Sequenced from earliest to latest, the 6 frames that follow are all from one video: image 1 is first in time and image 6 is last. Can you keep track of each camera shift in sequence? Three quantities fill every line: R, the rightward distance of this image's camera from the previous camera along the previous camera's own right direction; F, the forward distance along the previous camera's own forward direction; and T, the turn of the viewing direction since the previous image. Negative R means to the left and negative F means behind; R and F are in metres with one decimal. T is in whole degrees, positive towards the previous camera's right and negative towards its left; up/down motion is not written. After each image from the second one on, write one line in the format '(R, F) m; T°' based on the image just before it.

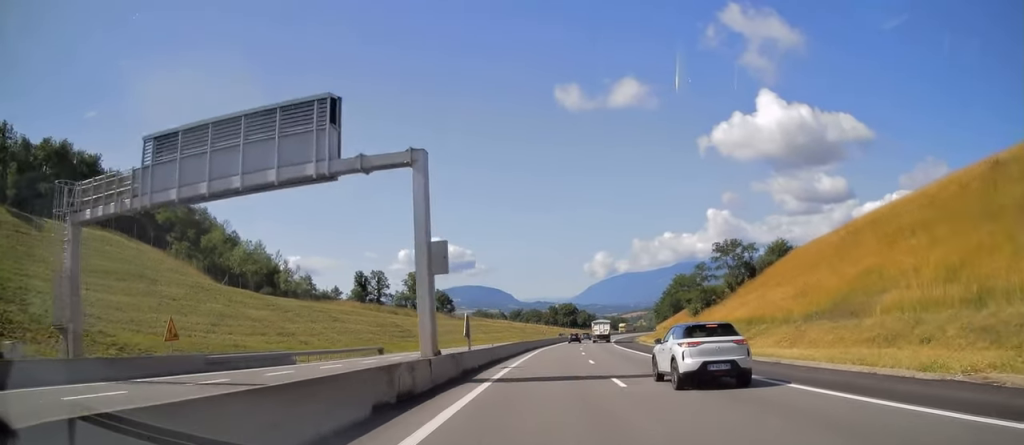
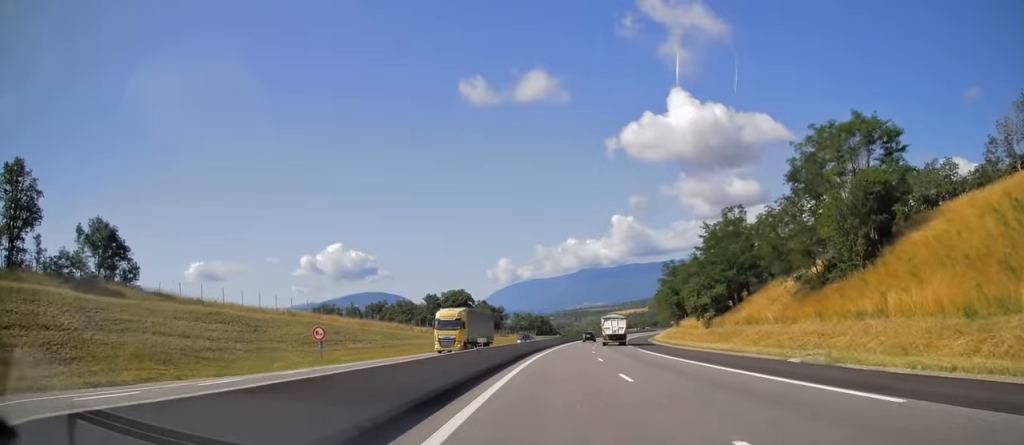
(+9.9, +126.2) m; +9°
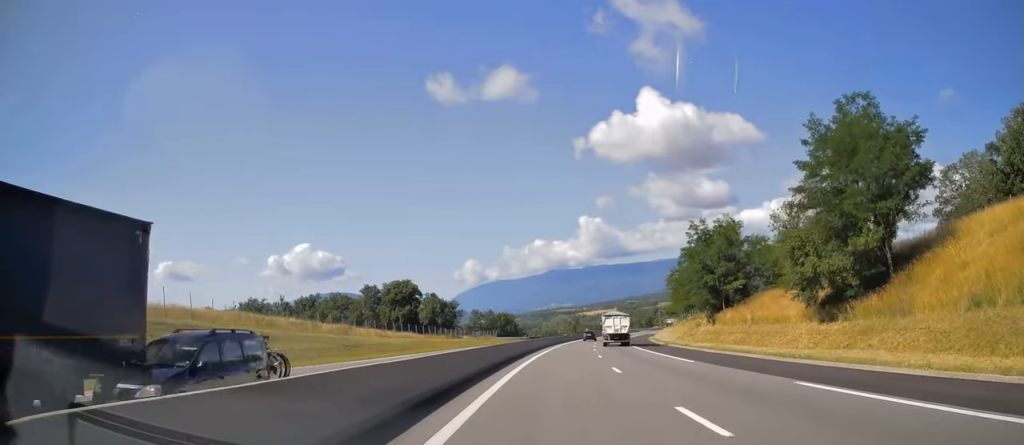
(+0.9, +35.1) m; +3°
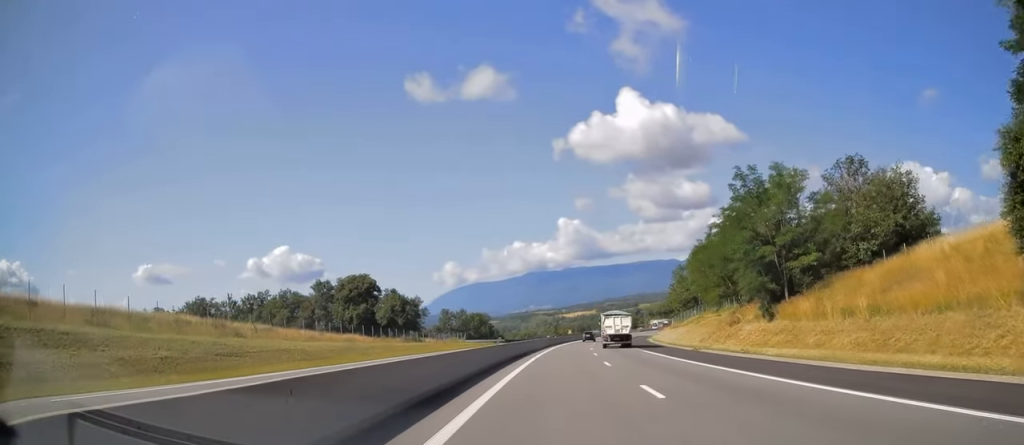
(+0.1, +20.9) m; +2°
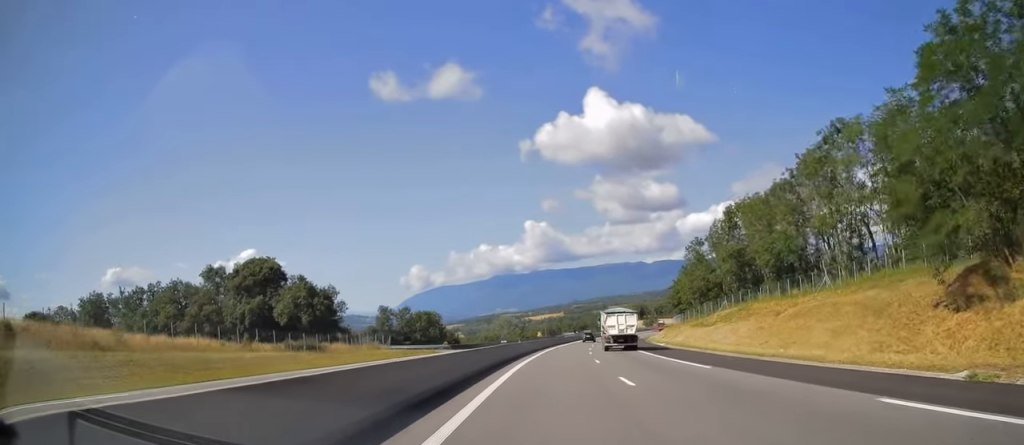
(+1.1, +35.3) m; +4°
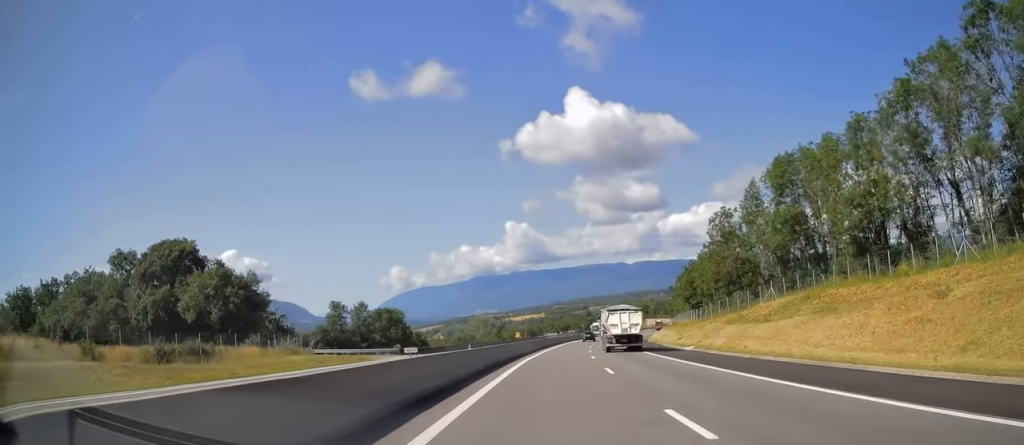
(+0.6, +21.0) m; +2°
